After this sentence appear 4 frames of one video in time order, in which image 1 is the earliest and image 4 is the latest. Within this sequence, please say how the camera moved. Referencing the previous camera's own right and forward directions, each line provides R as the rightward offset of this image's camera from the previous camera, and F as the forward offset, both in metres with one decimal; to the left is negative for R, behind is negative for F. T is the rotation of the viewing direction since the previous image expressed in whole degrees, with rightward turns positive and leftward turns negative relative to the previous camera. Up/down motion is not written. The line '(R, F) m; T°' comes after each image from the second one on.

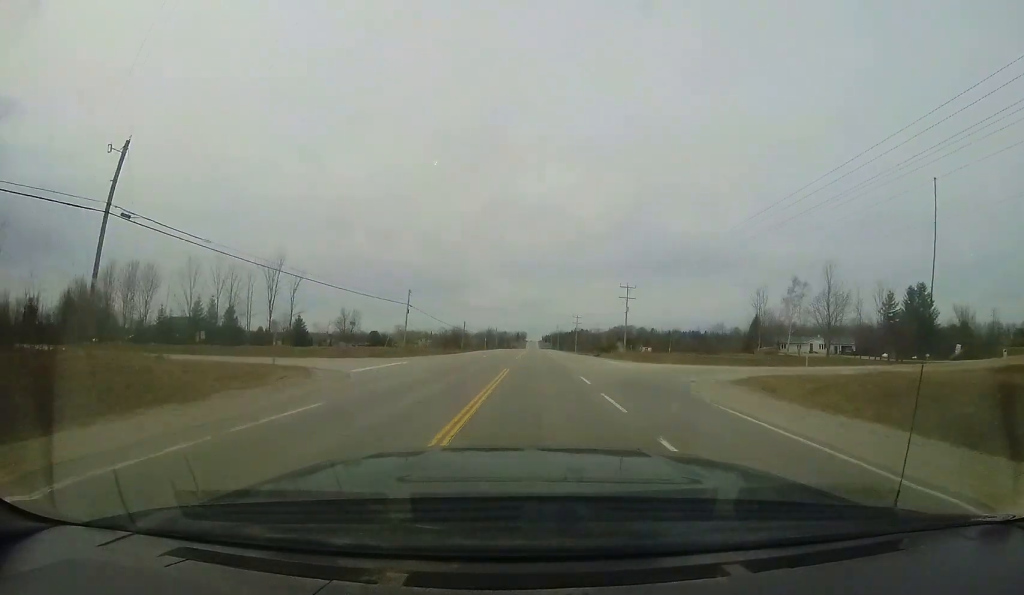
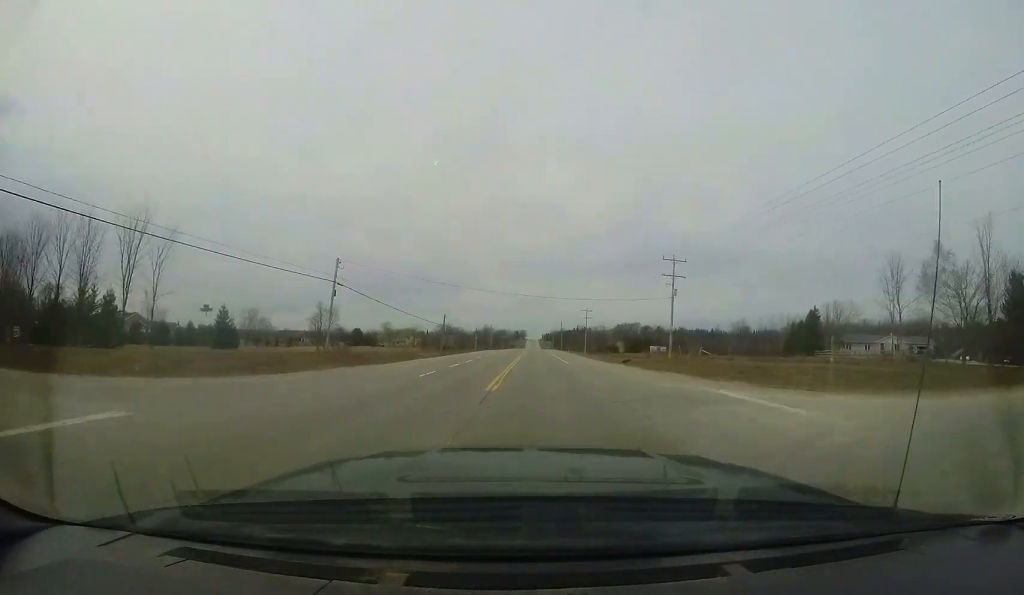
(-0.1, +22.2) m; 0°
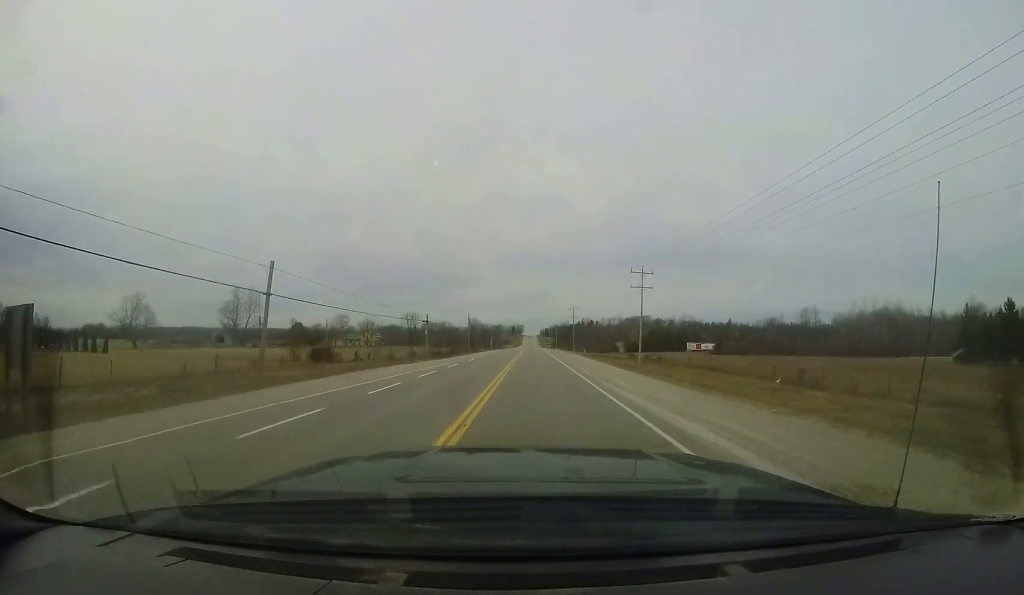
(+0.4, +52.2) m; +2°
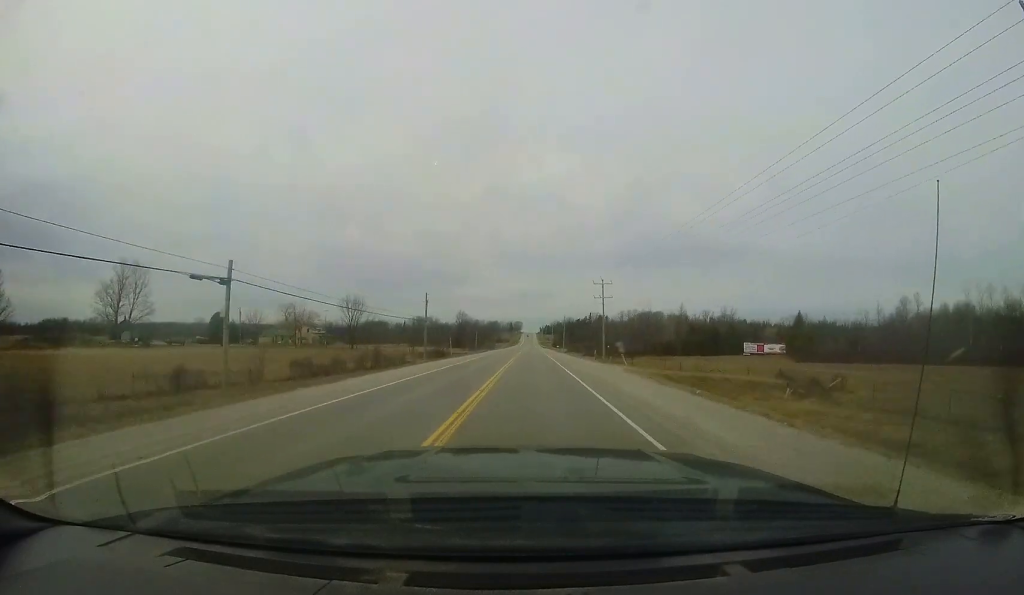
(0.0, +43.8) m; -1°
